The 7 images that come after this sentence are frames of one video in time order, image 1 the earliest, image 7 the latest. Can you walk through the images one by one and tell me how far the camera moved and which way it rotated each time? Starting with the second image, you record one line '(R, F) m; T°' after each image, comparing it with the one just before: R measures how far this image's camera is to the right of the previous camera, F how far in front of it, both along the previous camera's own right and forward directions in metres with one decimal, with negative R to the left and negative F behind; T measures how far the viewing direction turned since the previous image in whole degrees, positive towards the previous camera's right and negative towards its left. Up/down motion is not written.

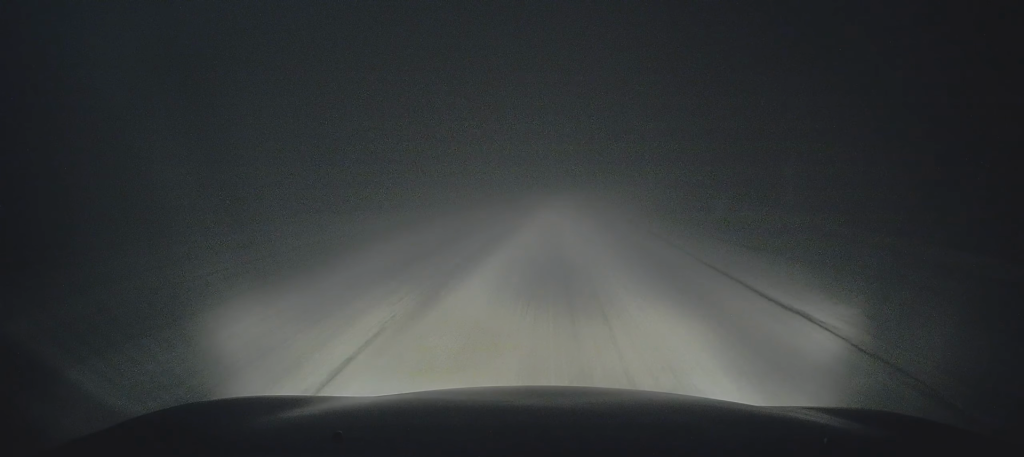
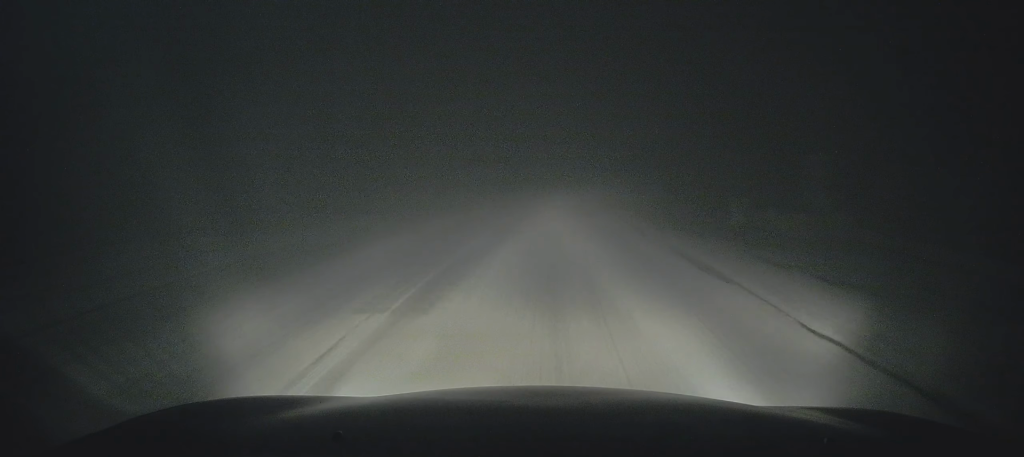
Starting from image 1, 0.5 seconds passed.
(0.0, +4.8) m; +1°
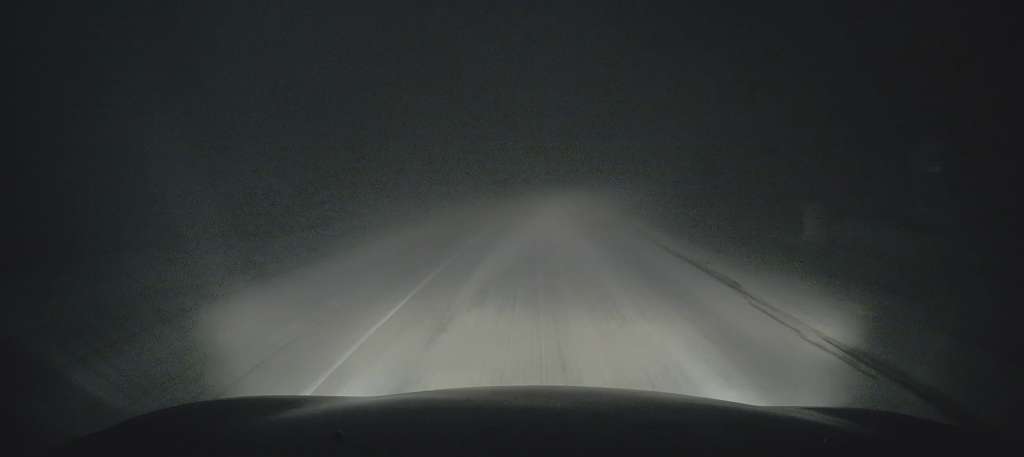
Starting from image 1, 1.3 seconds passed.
(0.0, +7.7) m; +1°
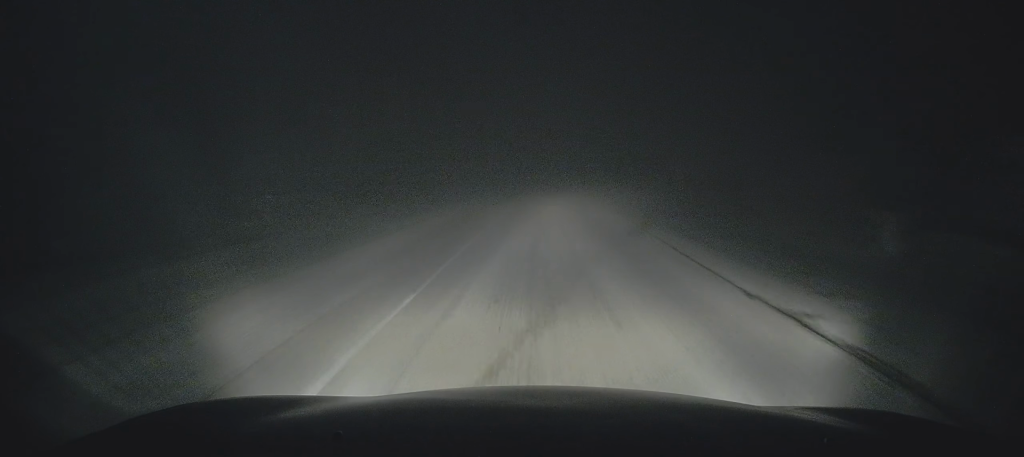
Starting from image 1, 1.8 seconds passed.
(0.0, +4.5) m; +1°
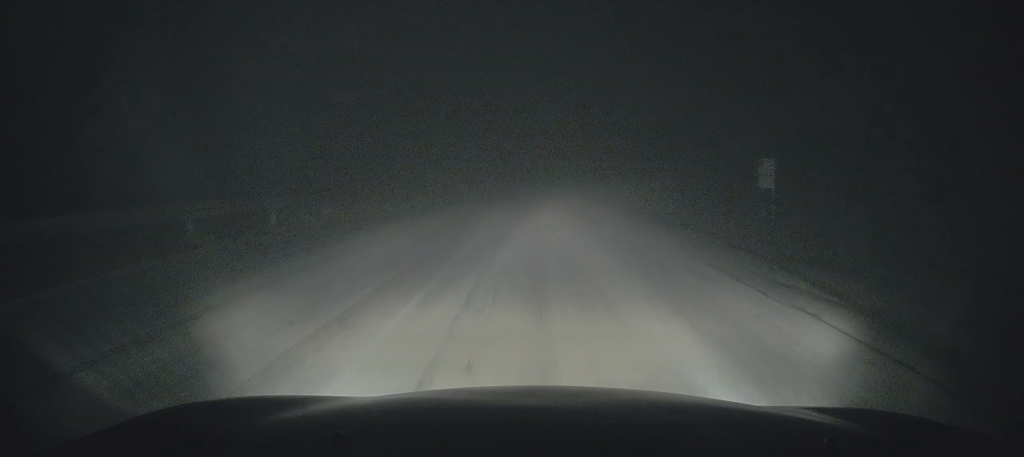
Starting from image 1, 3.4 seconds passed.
(+0.2, +16.0) m; 0°
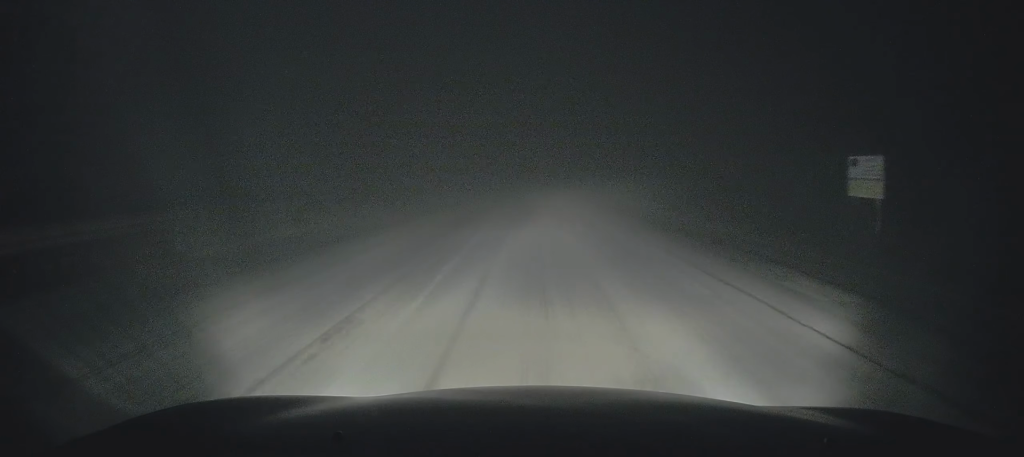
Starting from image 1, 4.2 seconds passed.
(0.0, +7.6) m; 0°
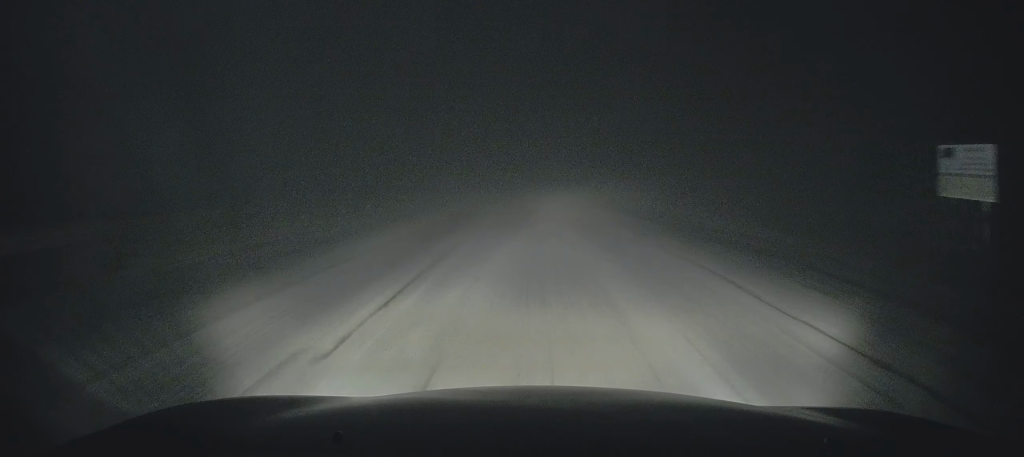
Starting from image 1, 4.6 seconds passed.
(0.0, +4.4) m; 0°
